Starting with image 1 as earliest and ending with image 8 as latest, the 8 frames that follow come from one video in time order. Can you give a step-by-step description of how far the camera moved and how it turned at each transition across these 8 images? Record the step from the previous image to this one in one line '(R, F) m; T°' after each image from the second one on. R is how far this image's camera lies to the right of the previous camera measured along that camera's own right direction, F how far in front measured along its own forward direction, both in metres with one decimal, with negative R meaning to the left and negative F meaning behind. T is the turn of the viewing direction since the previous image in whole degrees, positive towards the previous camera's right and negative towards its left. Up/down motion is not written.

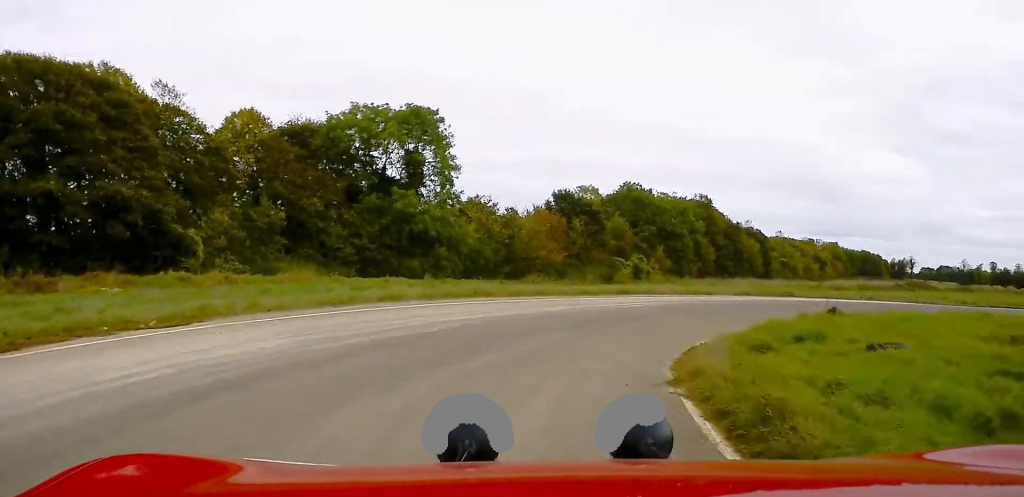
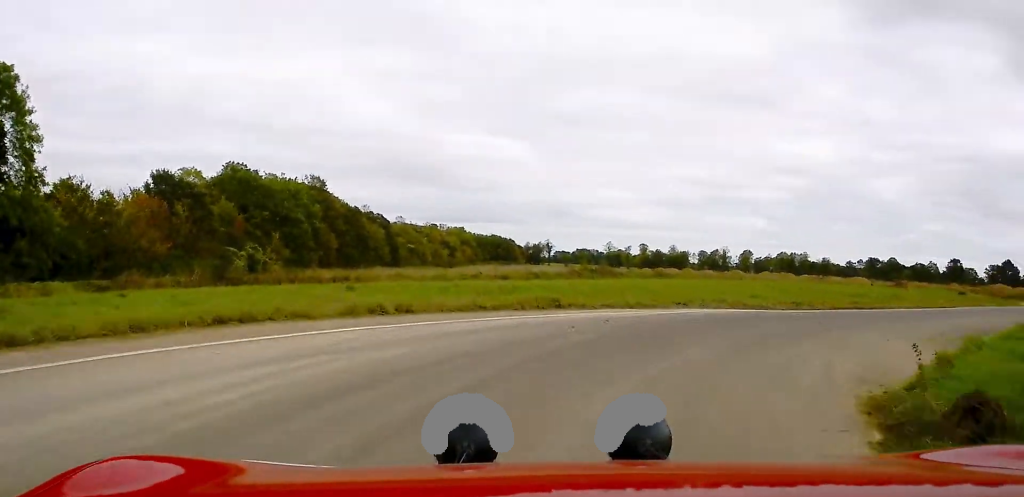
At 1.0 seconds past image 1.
(+3.4, +12.8) m; +31°
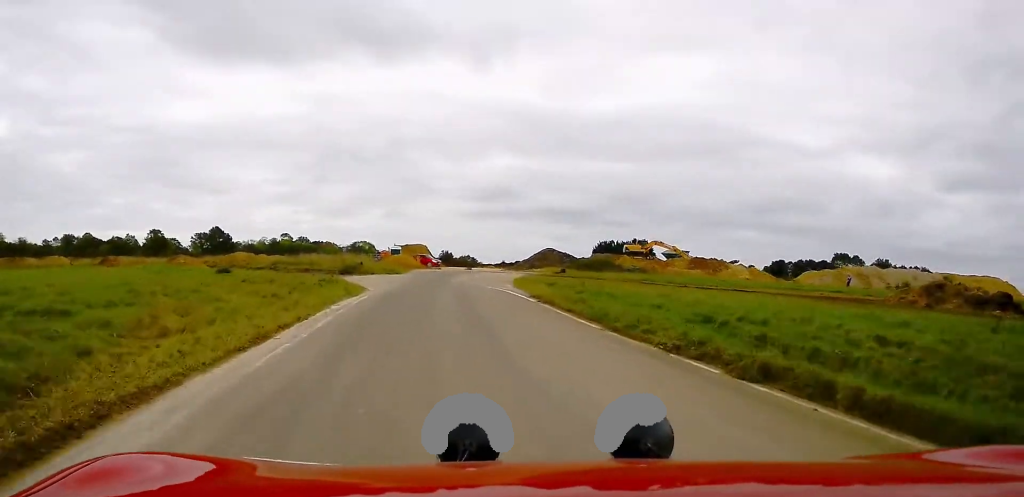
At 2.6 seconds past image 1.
(+9.4, +20.3) m; +38°
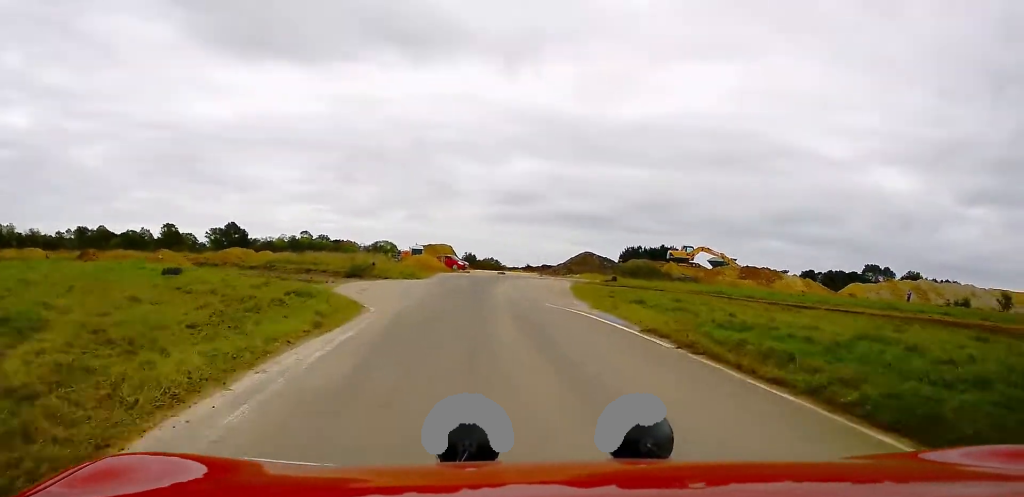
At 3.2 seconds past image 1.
(+1.0, +10.4) m; +7°
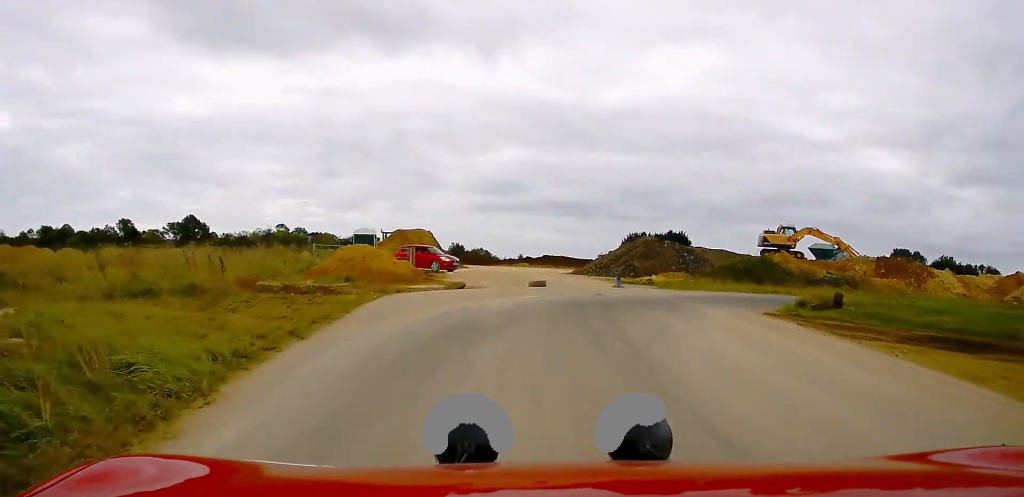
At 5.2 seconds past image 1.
(+1.5, +34.6) m; +9°
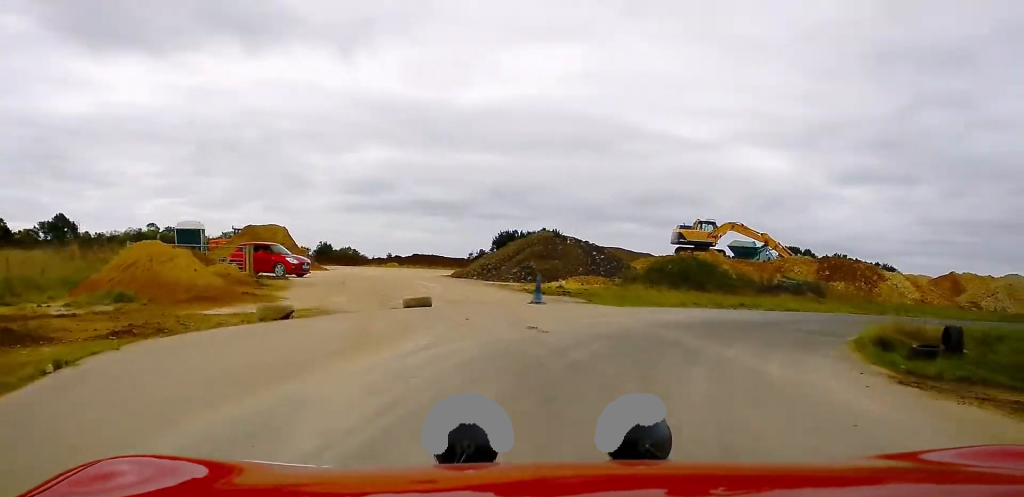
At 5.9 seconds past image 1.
(+1.1, +10.0) m; +15°
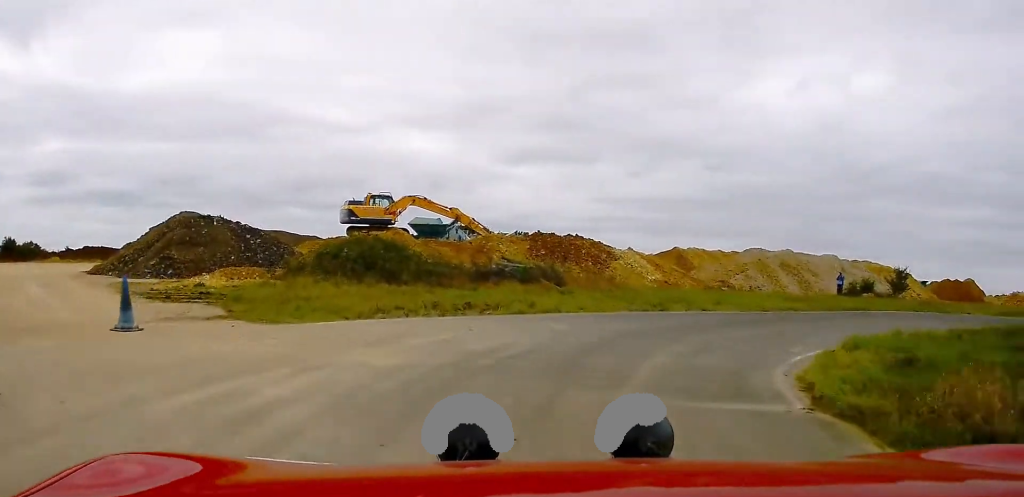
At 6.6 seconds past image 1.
(+1.4, +9.4) m; +19°
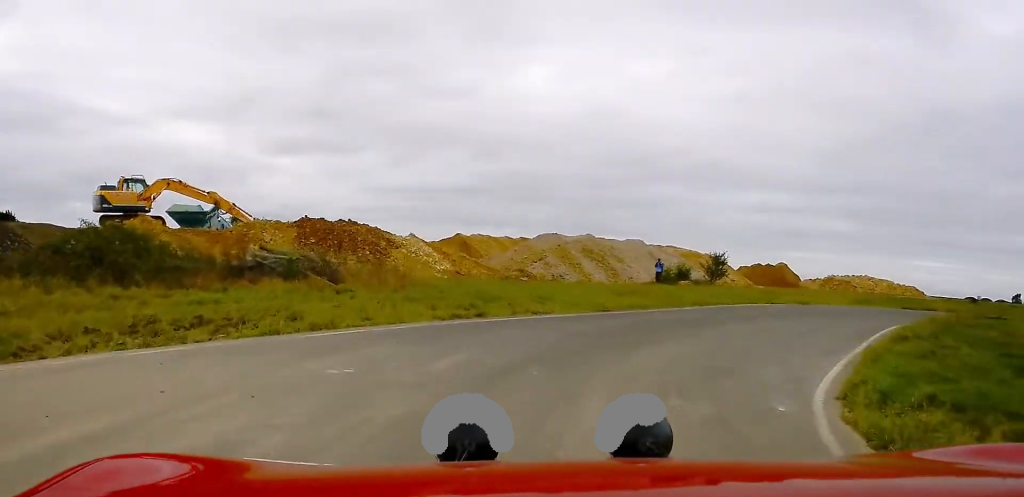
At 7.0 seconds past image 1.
(+0.4, +6.1) m; +13°
